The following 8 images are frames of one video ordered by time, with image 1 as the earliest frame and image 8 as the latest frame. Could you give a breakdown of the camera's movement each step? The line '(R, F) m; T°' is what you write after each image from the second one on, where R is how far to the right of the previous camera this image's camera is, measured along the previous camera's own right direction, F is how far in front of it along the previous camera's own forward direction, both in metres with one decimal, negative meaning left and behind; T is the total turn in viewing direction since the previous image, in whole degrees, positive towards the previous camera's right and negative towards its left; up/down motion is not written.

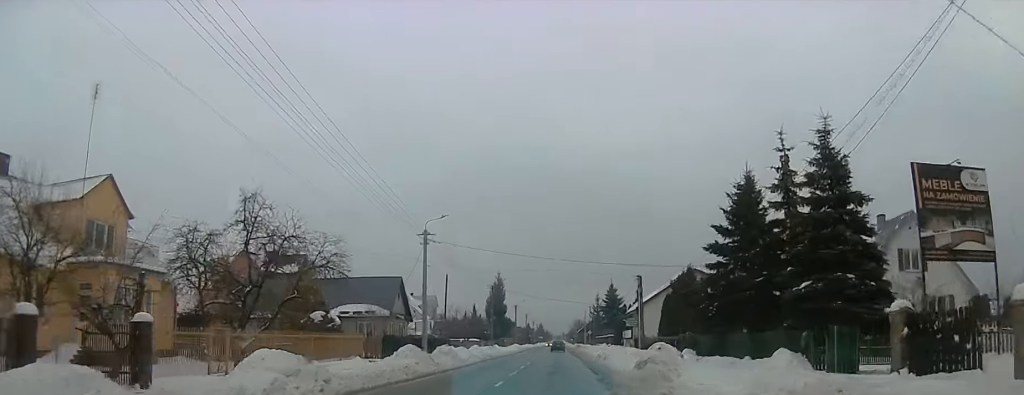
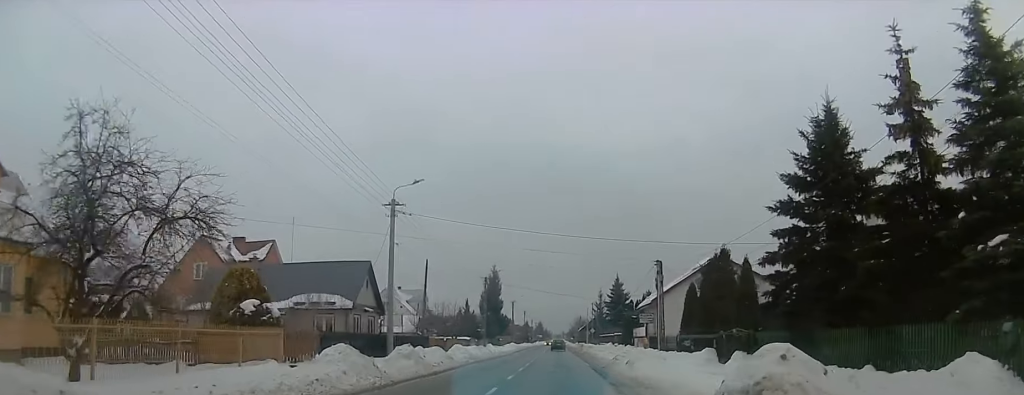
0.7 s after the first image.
(+0.3, +9.2) m; 0°
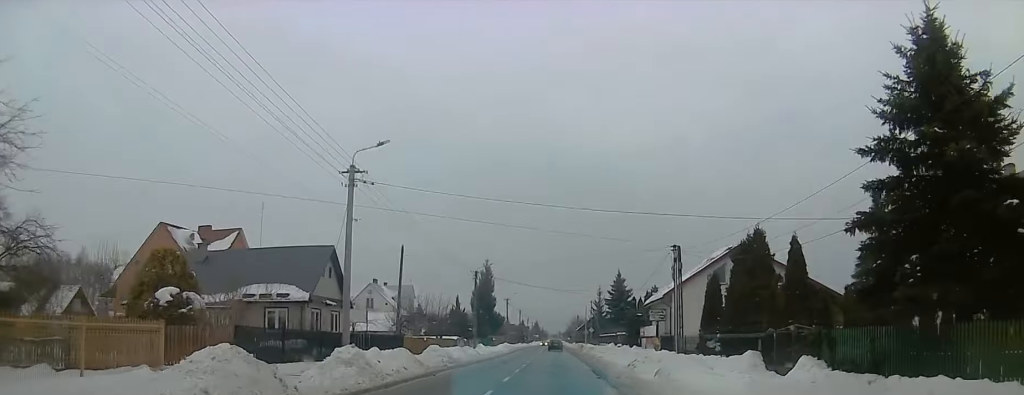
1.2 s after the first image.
(+0.1, +6.8) m; 0°
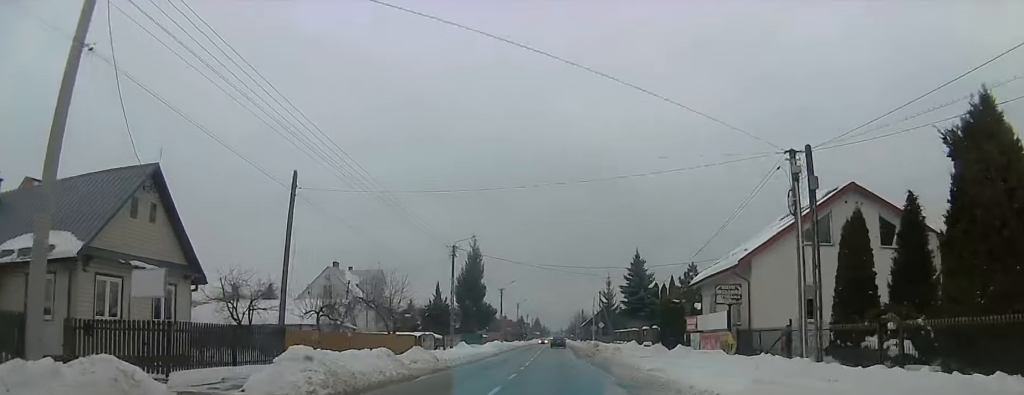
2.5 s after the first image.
(0.0, +17.4) m; +1°
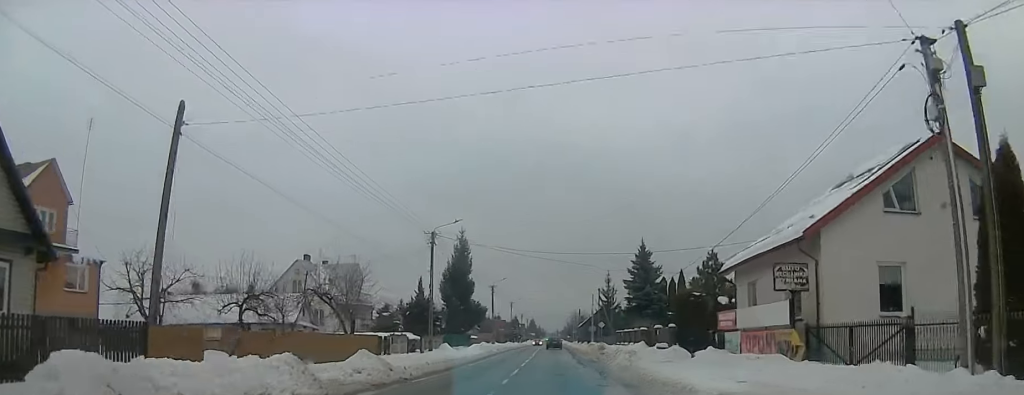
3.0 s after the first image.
(+0.5, +7.5) m; 0°
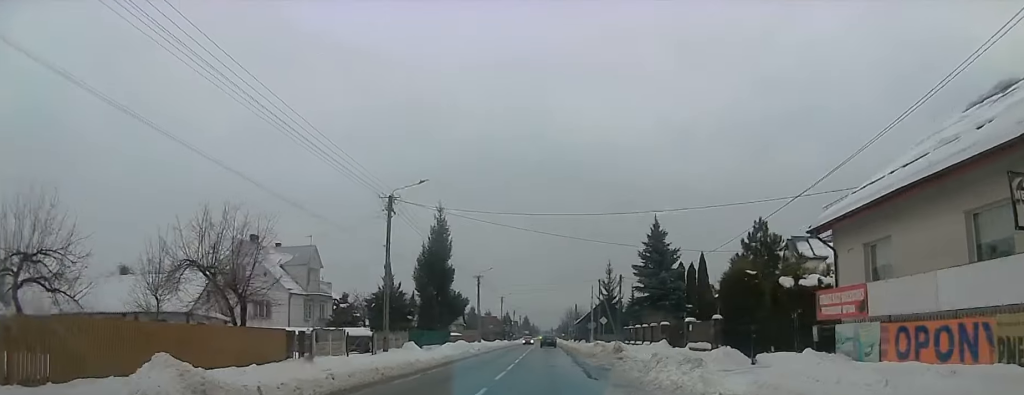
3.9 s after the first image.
(-0.8, +11.1) m; -4°
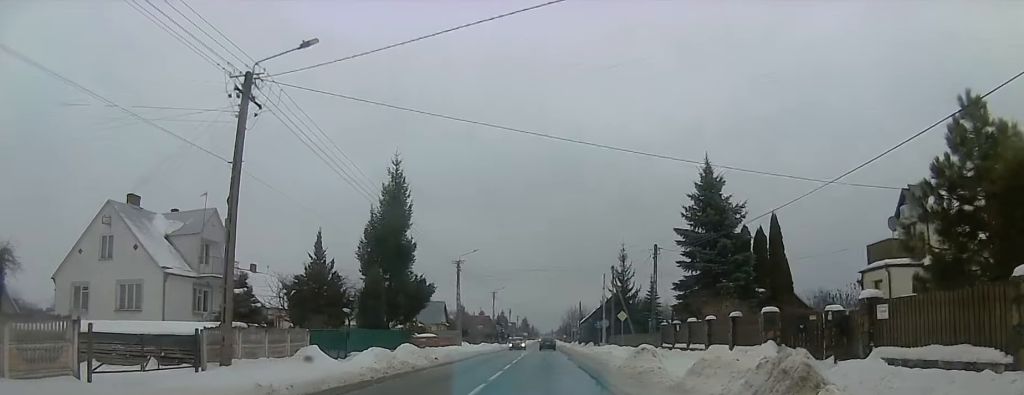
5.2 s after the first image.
(-0.1, +18.2) m; +3°
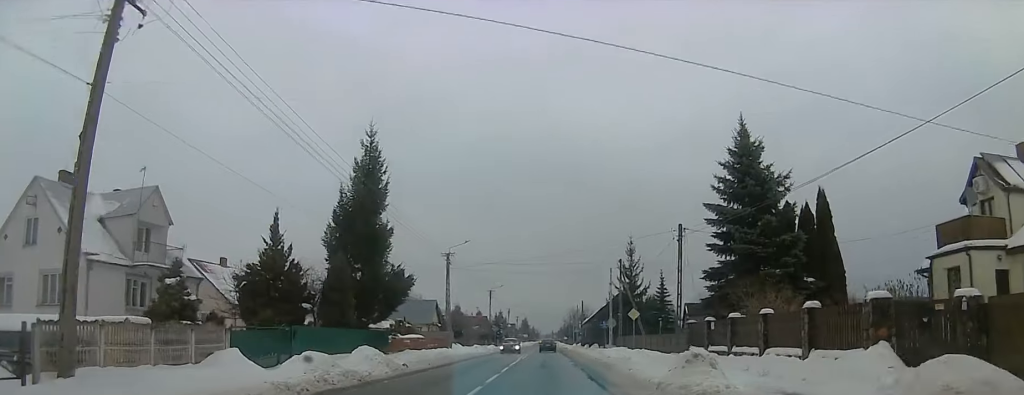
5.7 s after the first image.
(+0.5, +6.8) m; +1°
